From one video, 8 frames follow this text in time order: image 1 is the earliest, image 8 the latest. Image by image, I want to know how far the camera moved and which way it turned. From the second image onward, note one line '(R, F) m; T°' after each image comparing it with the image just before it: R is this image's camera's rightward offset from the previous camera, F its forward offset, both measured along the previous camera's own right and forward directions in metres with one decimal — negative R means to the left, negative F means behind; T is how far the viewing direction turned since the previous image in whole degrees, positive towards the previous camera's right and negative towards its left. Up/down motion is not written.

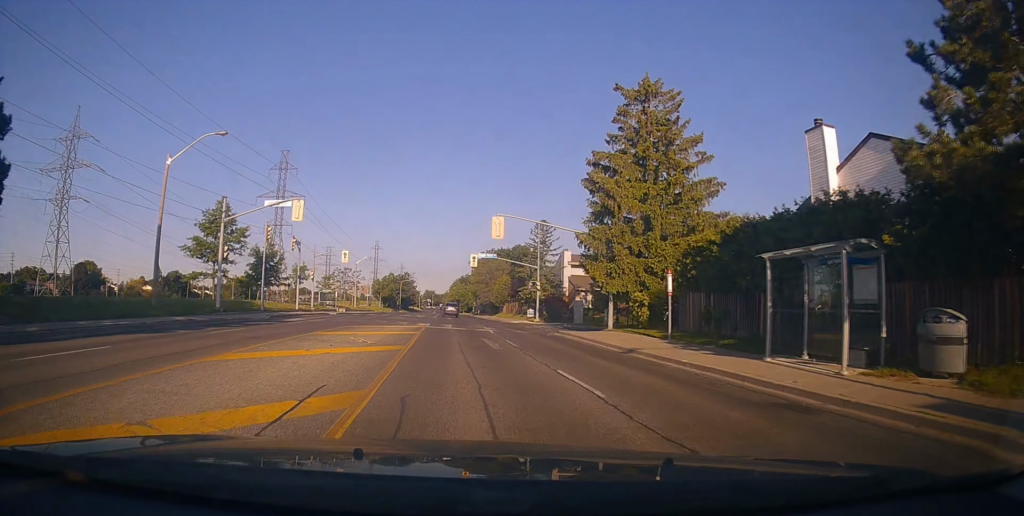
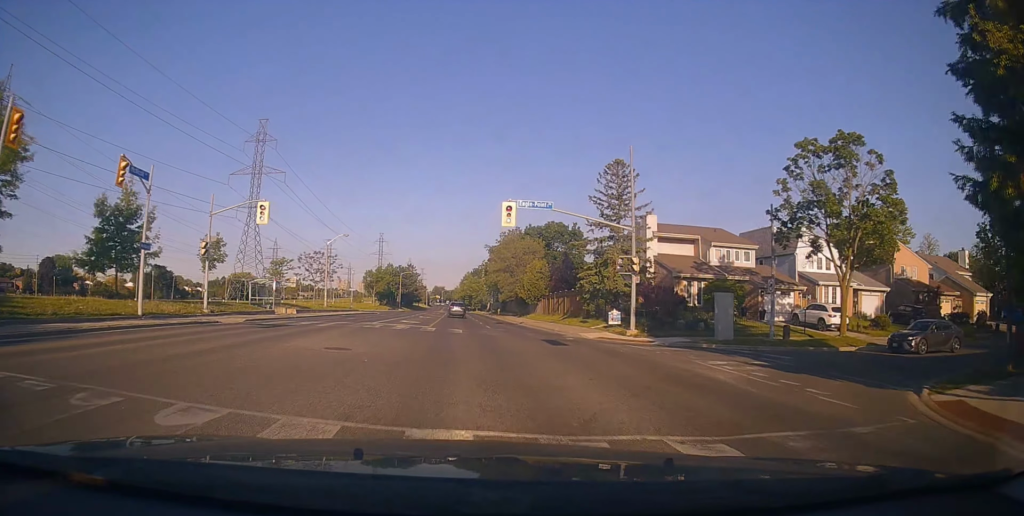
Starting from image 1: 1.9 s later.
(-0.5, +26.9) m; -1°
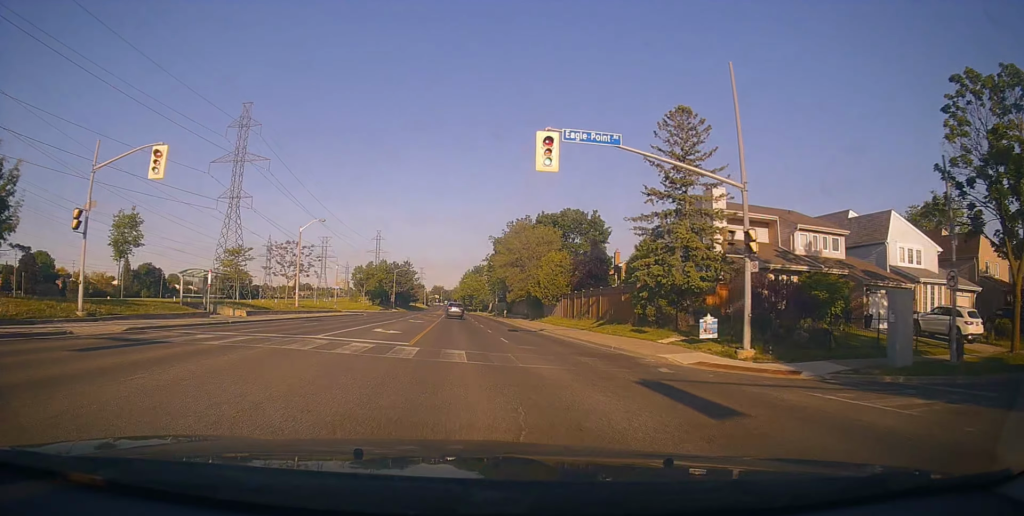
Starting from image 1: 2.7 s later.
(+0.1, +11.4) m; 0°
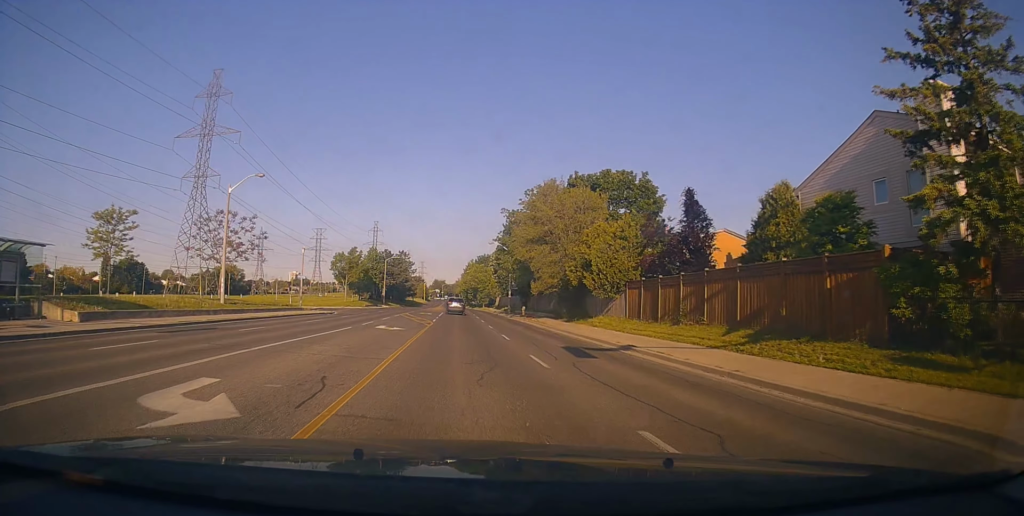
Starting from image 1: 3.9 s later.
(-0.4, +17.5) m; -3°
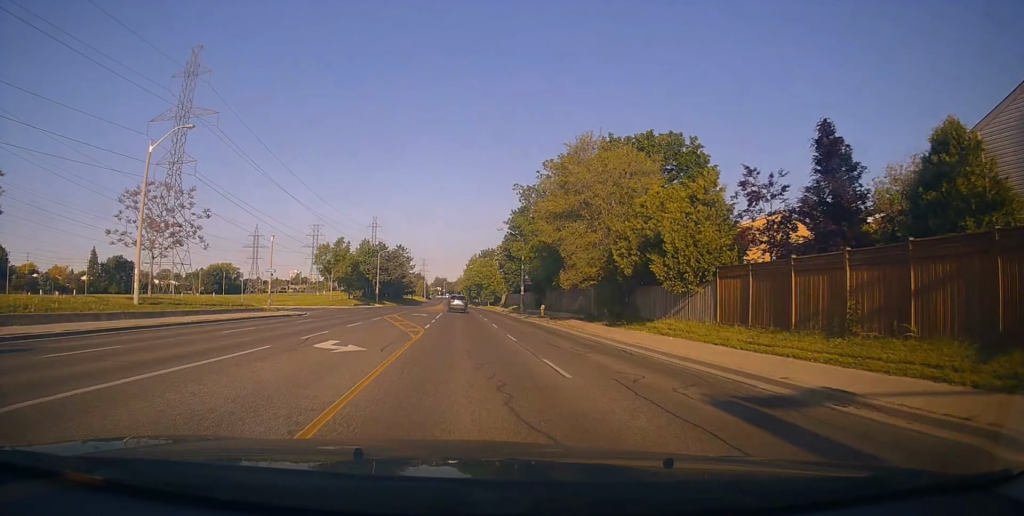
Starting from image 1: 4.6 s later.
(-0.3, +10.5) m; 0°
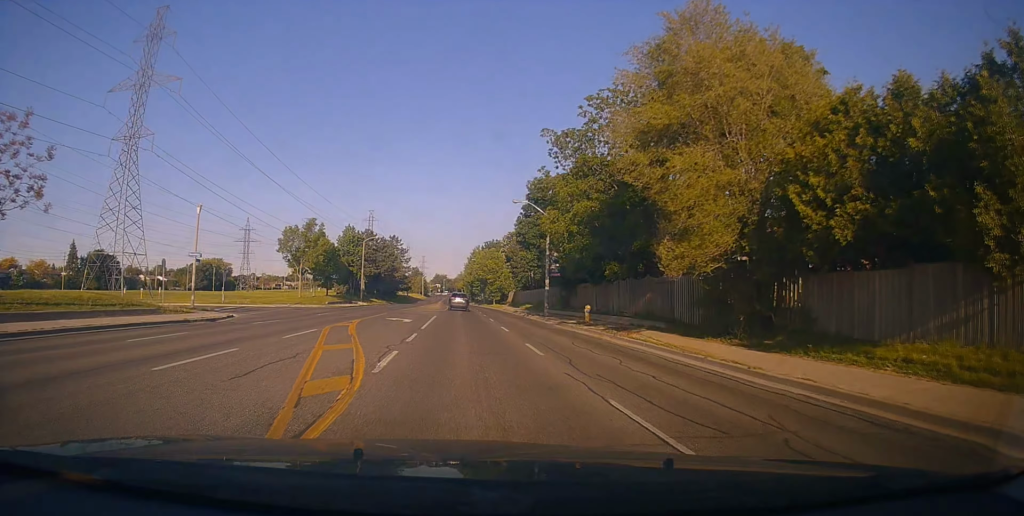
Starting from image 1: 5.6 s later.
(+0.7, +14.5) m; +3°
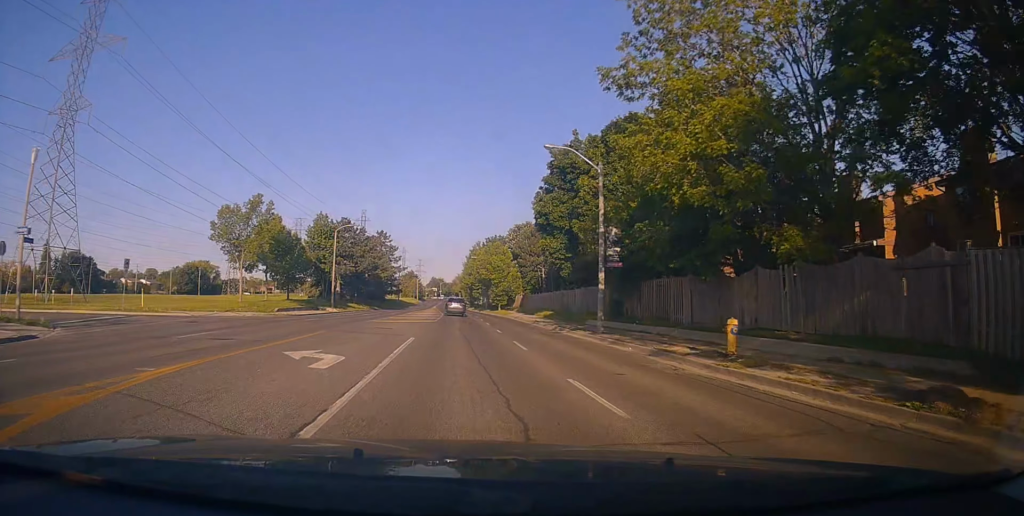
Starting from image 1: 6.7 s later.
(+0.1, +15.4) m; -2°
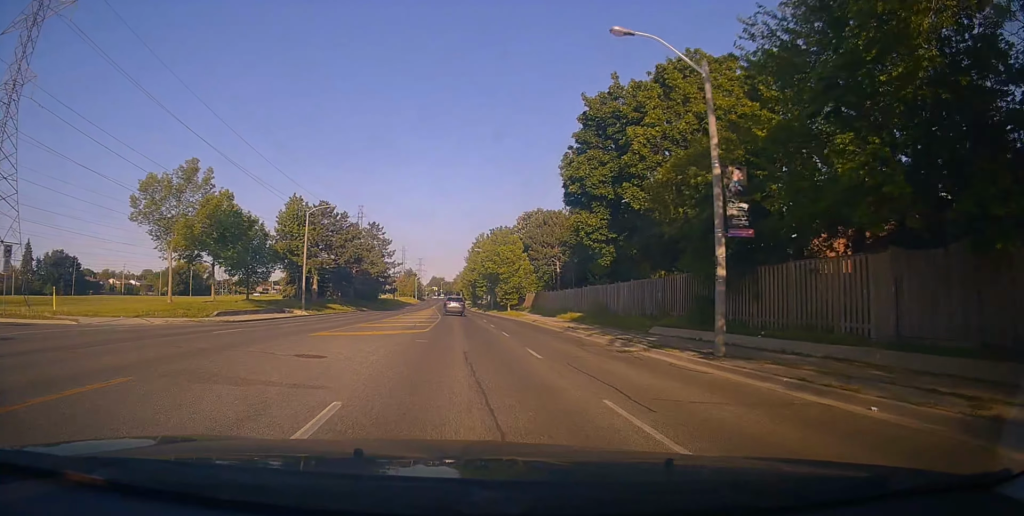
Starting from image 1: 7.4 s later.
(-0.6, +11.2) m; -1°
